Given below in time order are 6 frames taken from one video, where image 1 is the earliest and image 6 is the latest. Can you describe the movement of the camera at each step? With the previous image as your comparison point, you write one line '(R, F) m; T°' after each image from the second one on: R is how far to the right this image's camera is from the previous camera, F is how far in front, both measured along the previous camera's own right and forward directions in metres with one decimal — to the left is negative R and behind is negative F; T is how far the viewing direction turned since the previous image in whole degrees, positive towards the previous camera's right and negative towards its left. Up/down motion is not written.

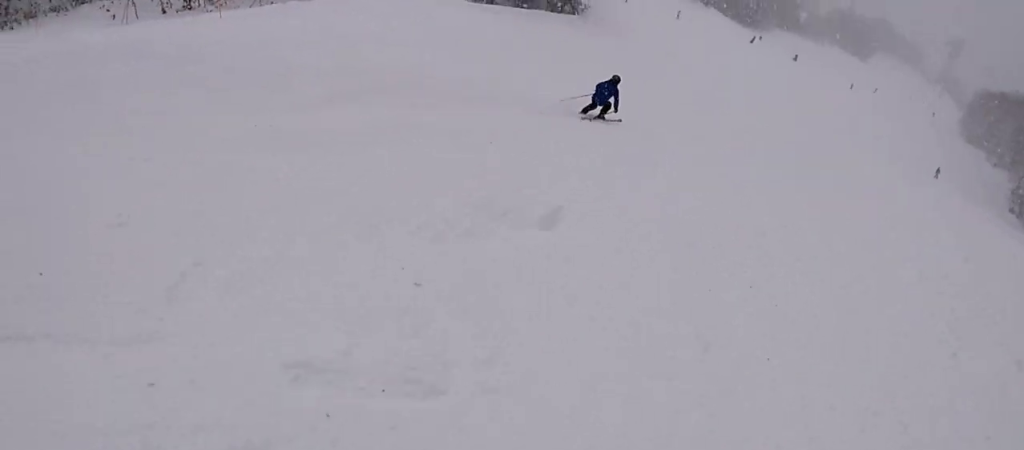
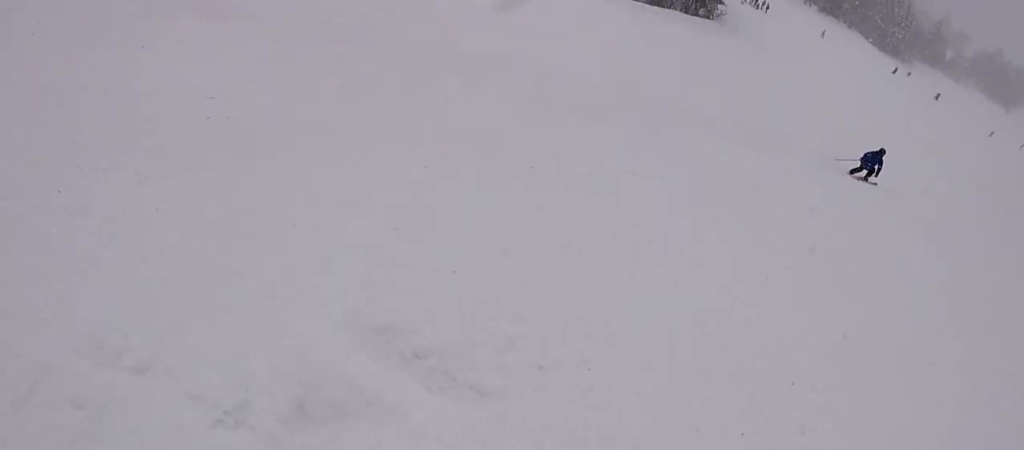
(-0.1, +2.3) m; -1°
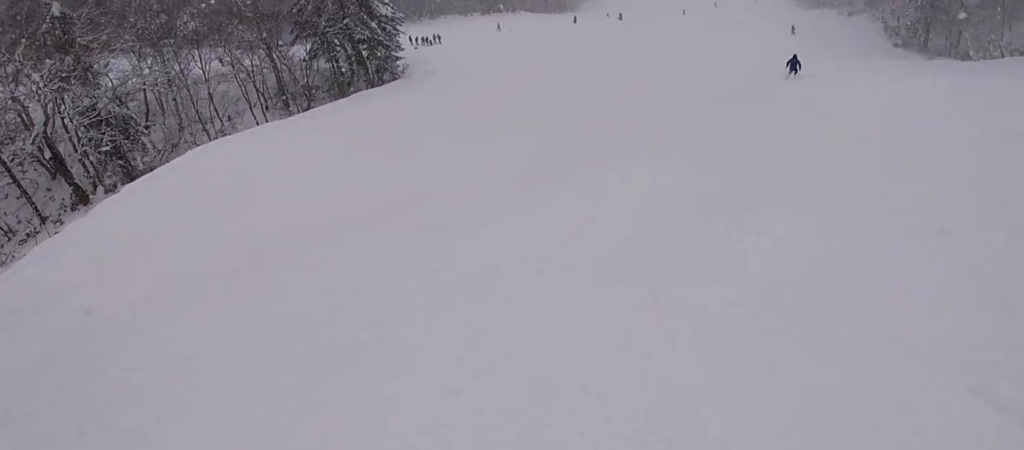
(+0.1, +5.5) m; +7°
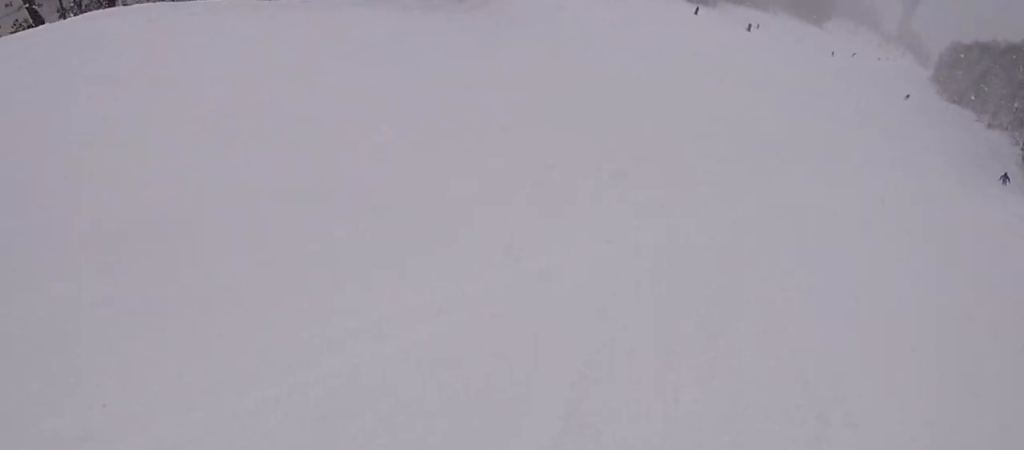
(+1.2, +10.7) m; 0°
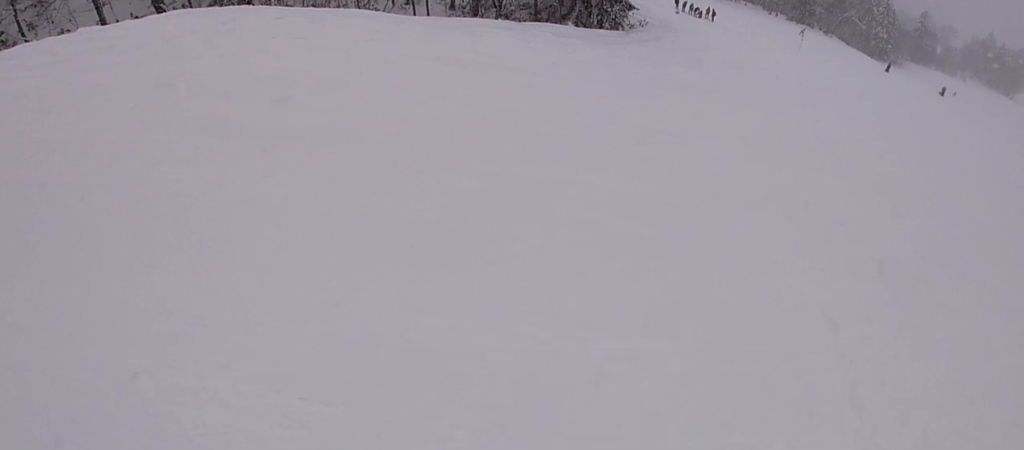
(-0.8, +6.6) m; -5°
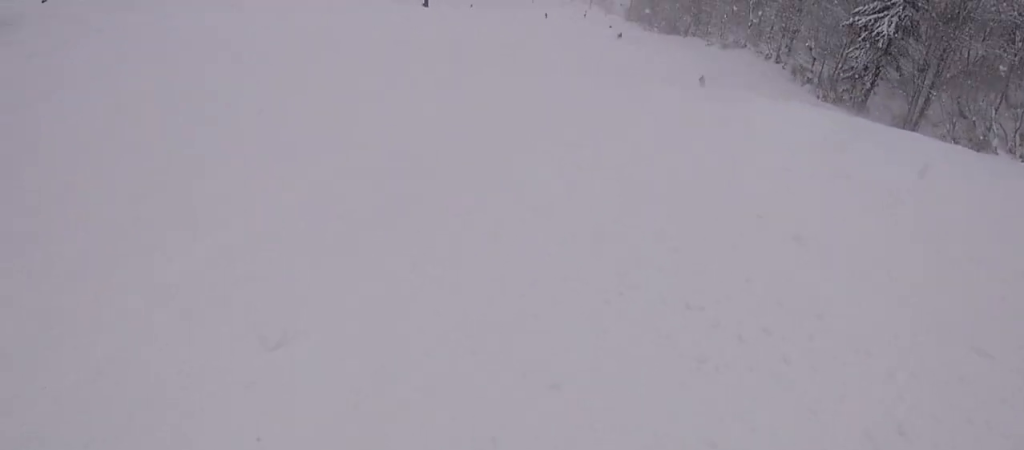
(+5.6, +15.1) m; +30°
